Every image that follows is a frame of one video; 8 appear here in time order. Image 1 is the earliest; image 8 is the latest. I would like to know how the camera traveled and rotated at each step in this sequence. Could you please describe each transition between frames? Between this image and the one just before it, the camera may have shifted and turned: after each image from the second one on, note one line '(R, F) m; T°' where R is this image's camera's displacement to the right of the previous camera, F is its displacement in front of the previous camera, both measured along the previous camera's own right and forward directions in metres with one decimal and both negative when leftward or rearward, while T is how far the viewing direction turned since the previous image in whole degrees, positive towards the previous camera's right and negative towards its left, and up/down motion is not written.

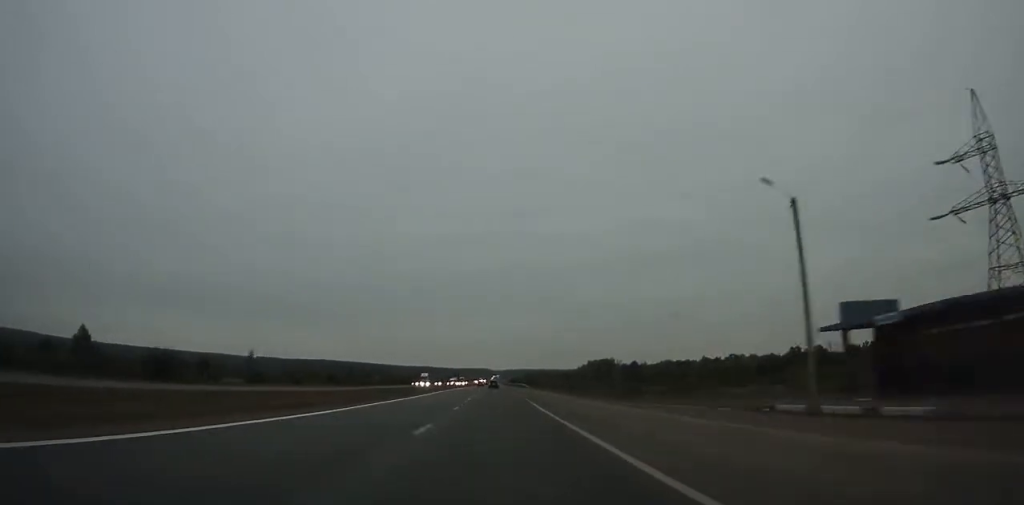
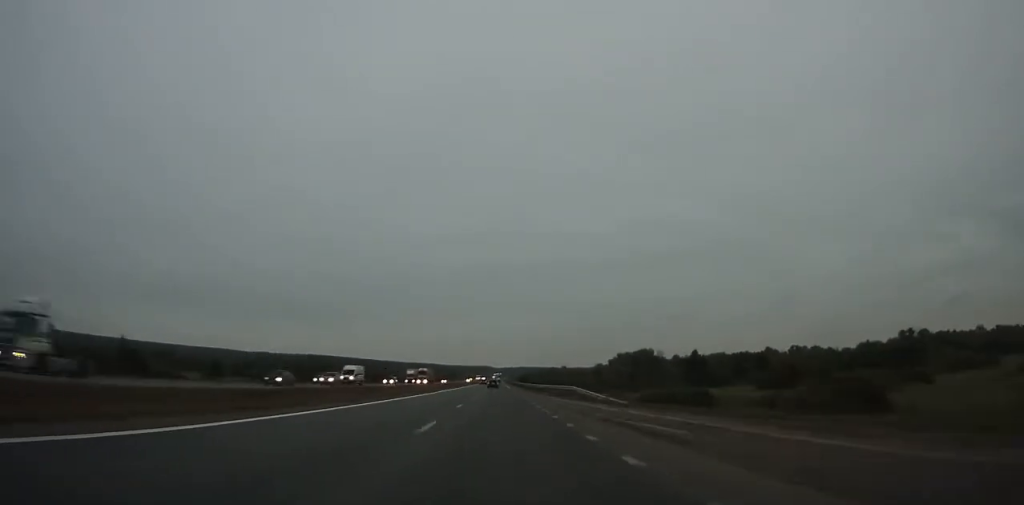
(-0.2, +94.3) m; 0°
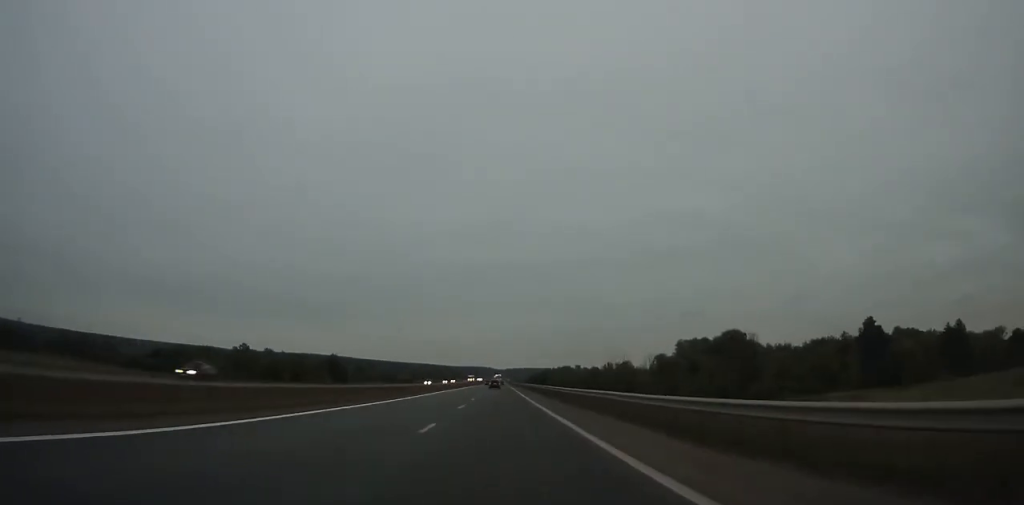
(-0.1, +108.5) m; 0°
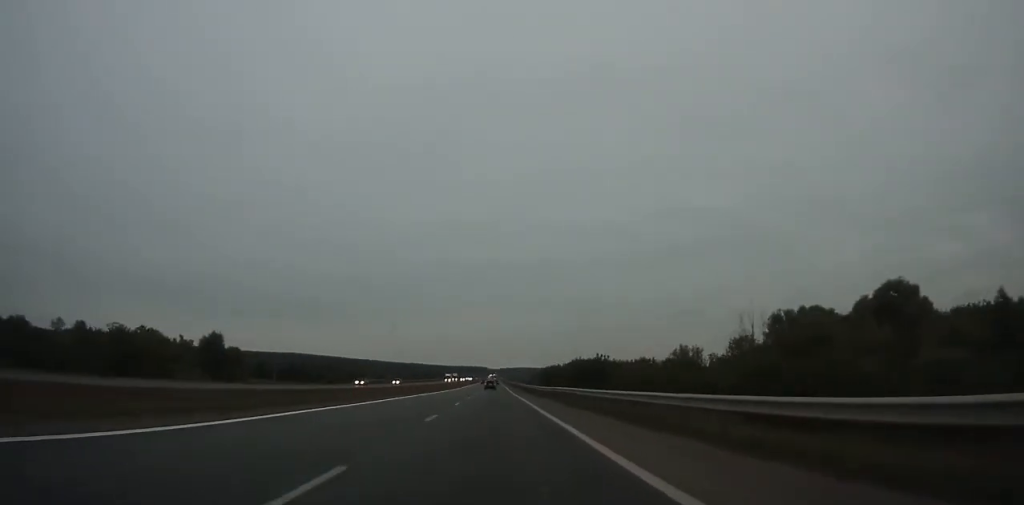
(+0.2, +79.2) m; 0°
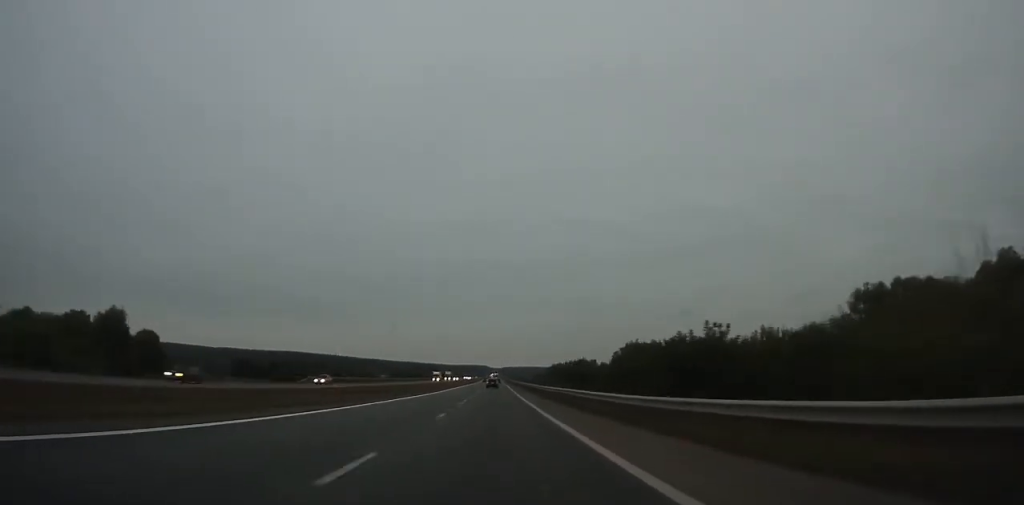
(+0.1, +33.7) m; 0°
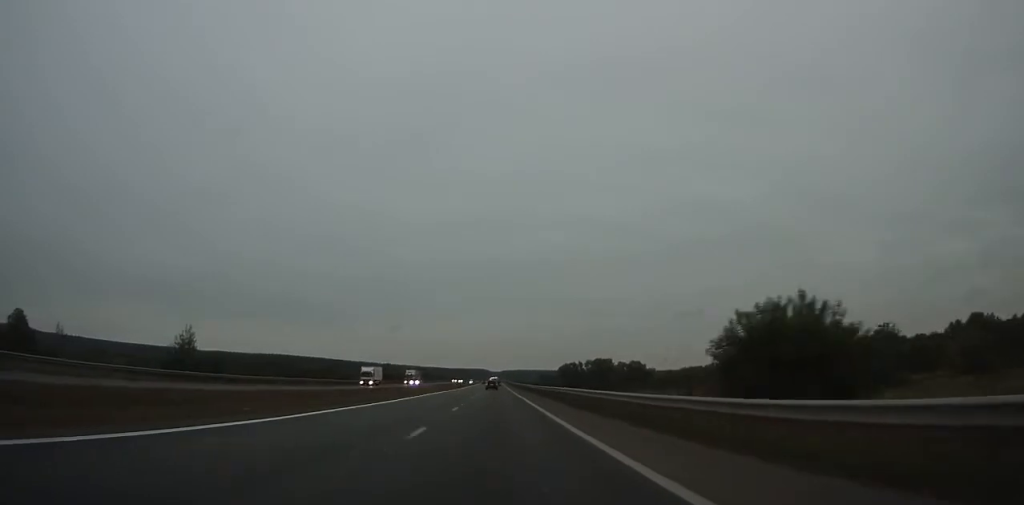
(-0.1, +63.9) m; 0°
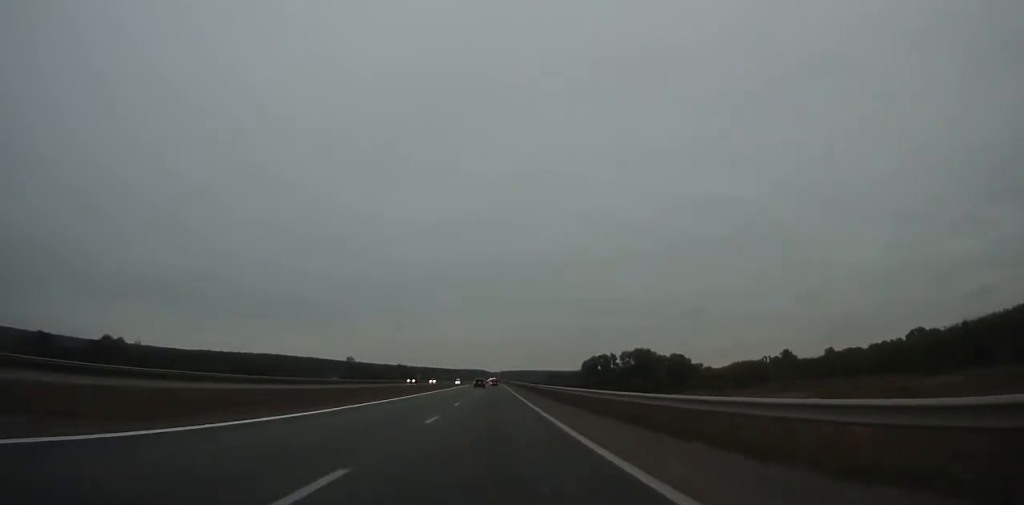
(0.0, +89.2) m; 0°
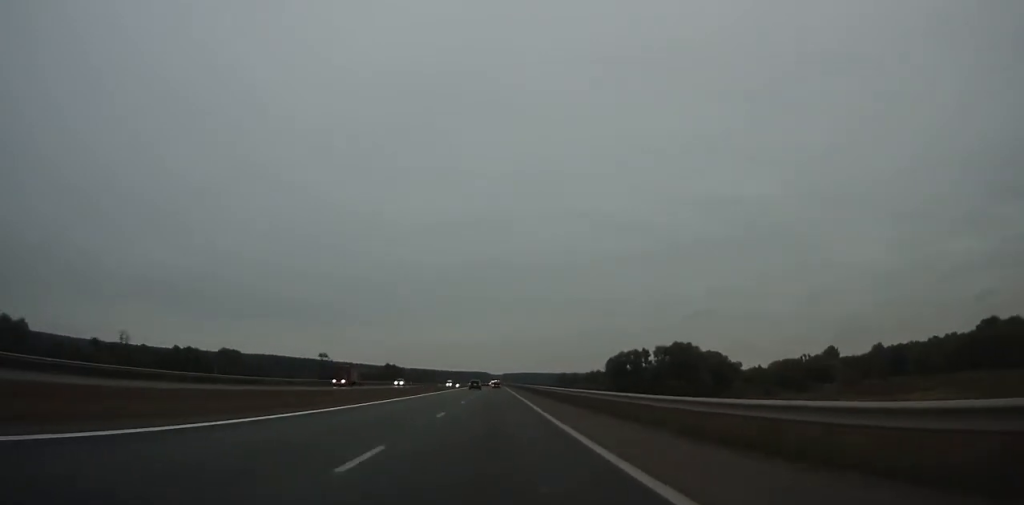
(0.0, +46.1) m; 0°
